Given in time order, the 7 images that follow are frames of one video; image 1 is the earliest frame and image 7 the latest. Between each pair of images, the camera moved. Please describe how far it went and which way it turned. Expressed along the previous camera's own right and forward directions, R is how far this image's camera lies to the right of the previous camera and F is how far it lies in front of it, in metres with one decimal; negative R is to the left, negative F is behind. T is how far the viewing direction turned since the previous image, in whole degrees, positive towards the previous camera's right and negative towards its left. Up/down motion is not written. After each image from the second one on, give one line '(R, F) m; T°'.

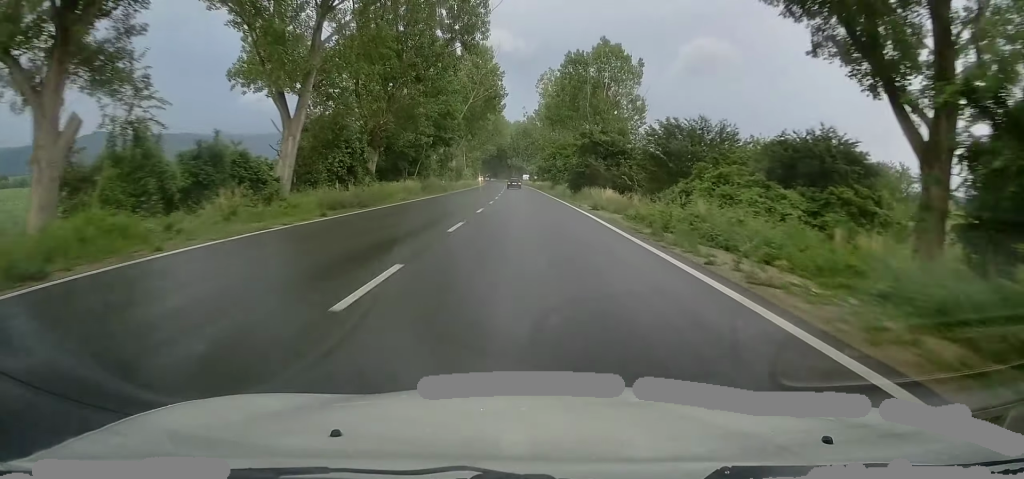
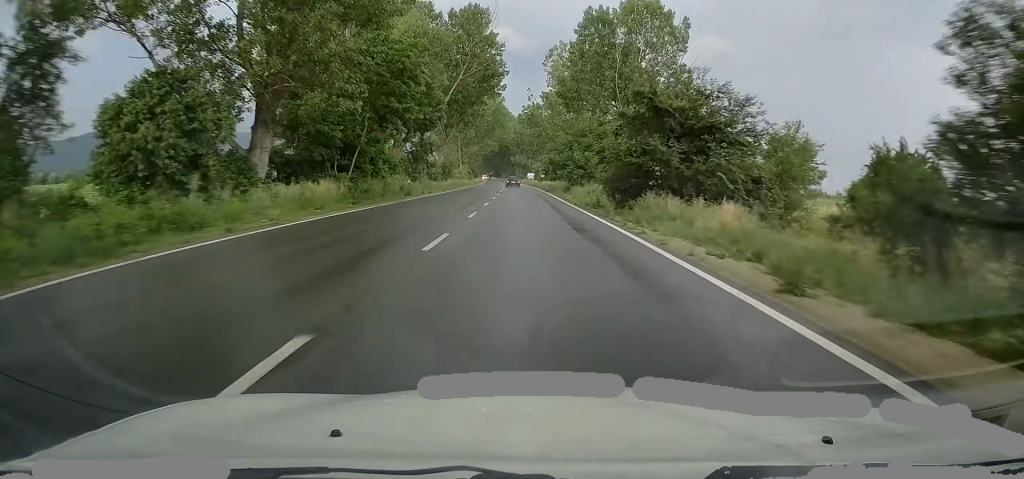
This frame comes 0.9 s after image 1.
(0.0, +21.7) m; 0°
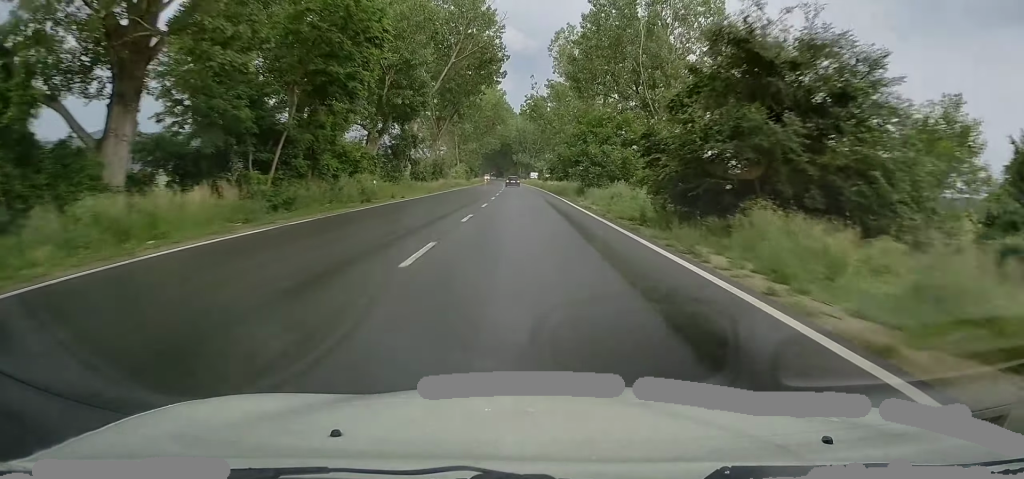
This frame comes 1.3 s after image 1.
(0.0, +11.0) m; 0°
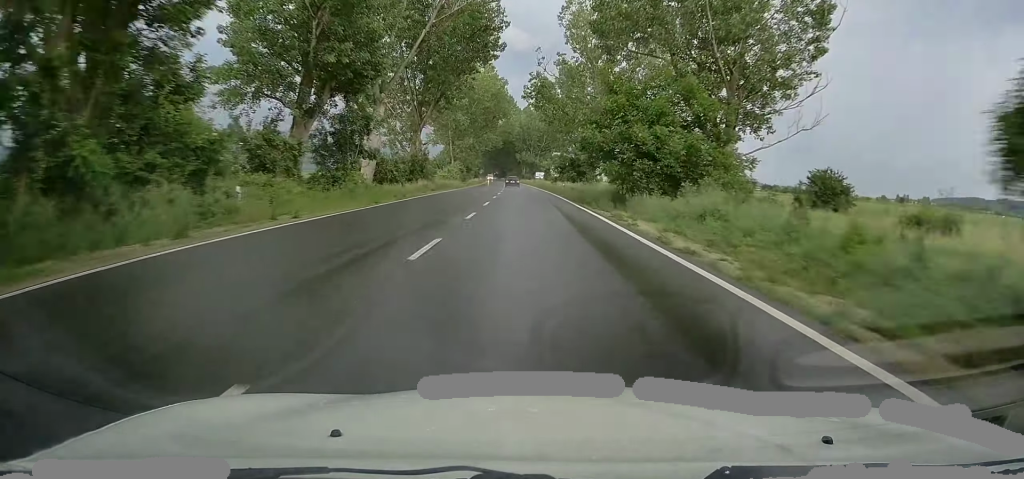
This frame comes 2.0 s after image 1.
(0.0, +16.9) m; -1°
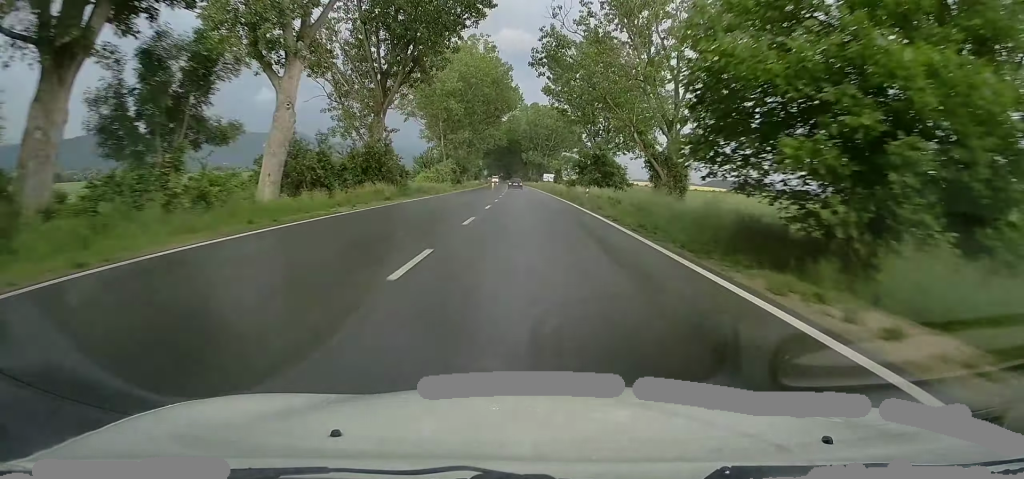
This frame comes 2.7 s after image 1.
(-0.3, +19.6) m; -1°
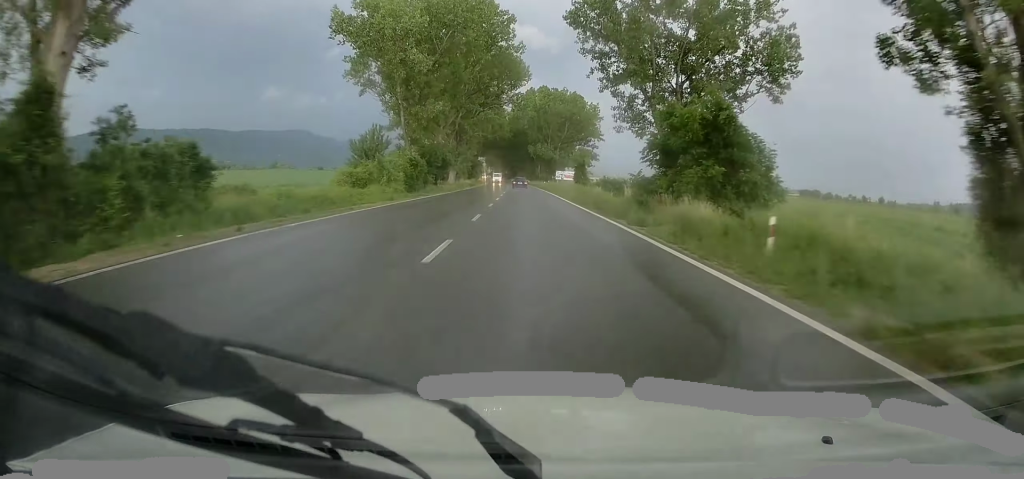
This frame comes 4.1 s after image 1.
(+0.1, +34.2) m; 0°
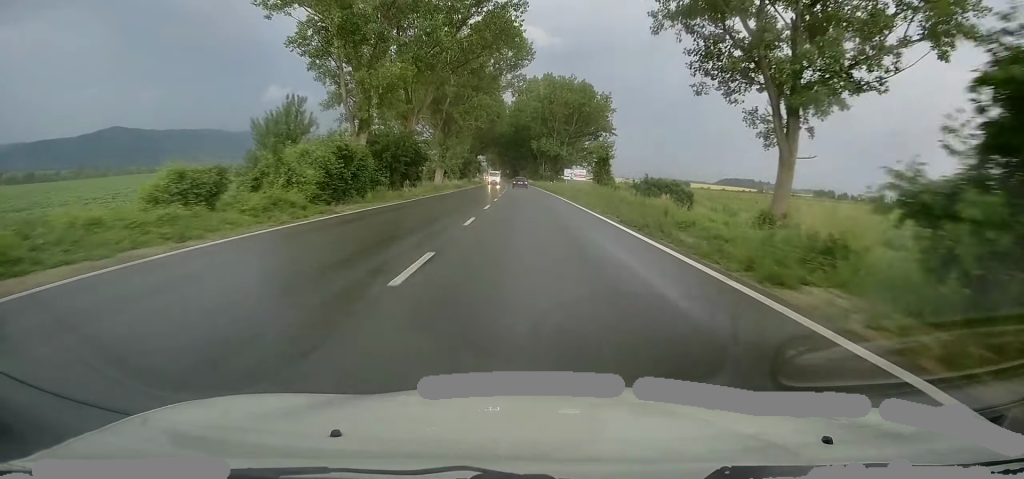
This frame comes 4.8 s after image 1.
(0.0, +19.8) m; 0°
